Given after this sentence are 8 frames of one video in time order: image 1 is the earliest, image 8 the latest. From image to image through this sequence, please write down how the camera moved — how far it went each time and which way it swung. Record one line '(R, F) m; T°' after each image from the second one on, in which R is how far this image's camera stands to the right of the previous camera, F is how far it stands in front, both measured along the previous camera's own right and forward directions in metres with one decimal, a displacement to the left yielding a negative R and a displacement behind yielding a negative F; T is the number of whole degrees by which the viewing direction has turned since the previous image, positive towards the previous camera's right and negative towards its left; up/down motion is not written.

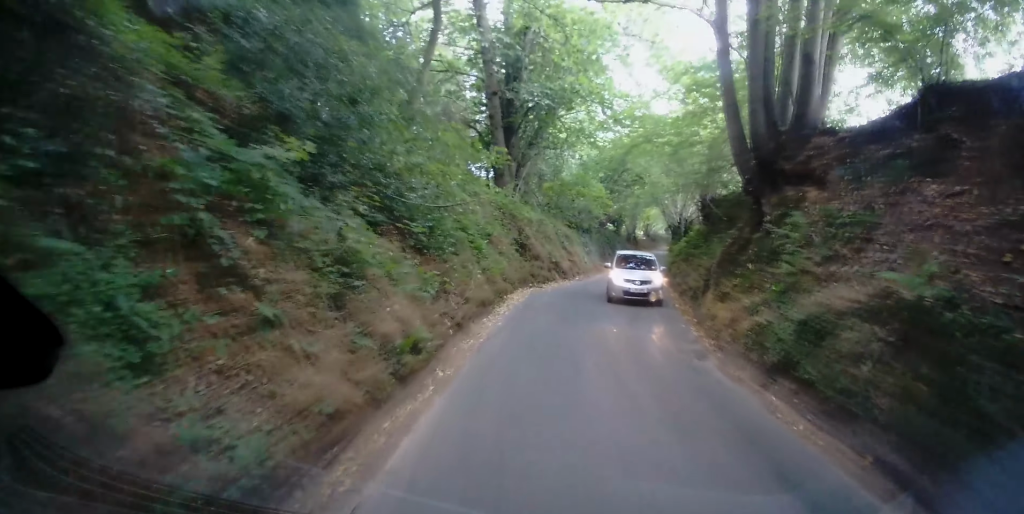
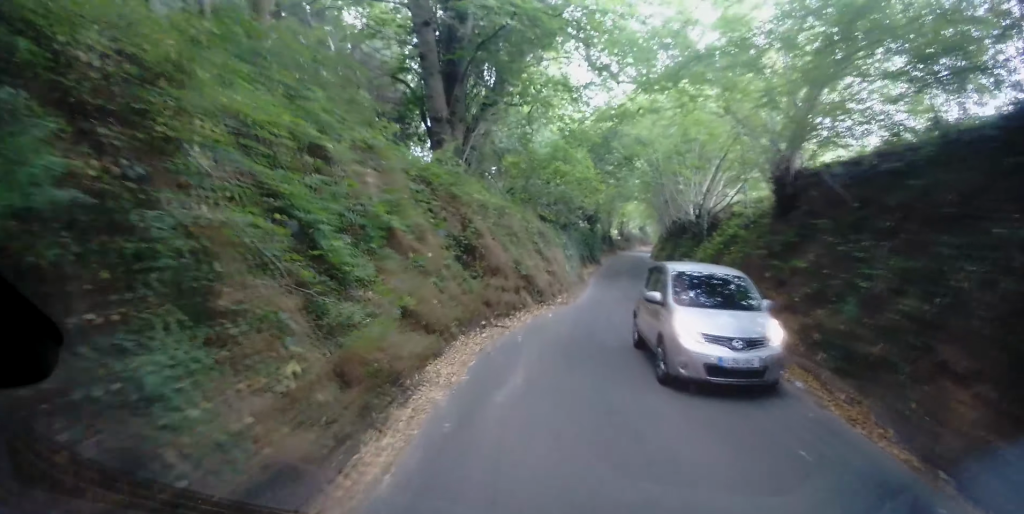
(-0.1, +10.5) m; +3°
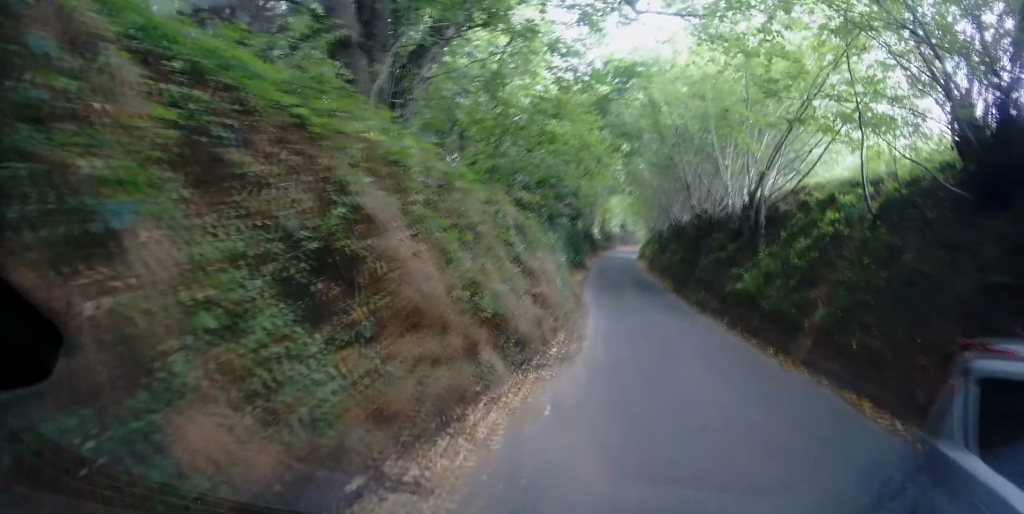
(+0.4, +9.1) m; +8°
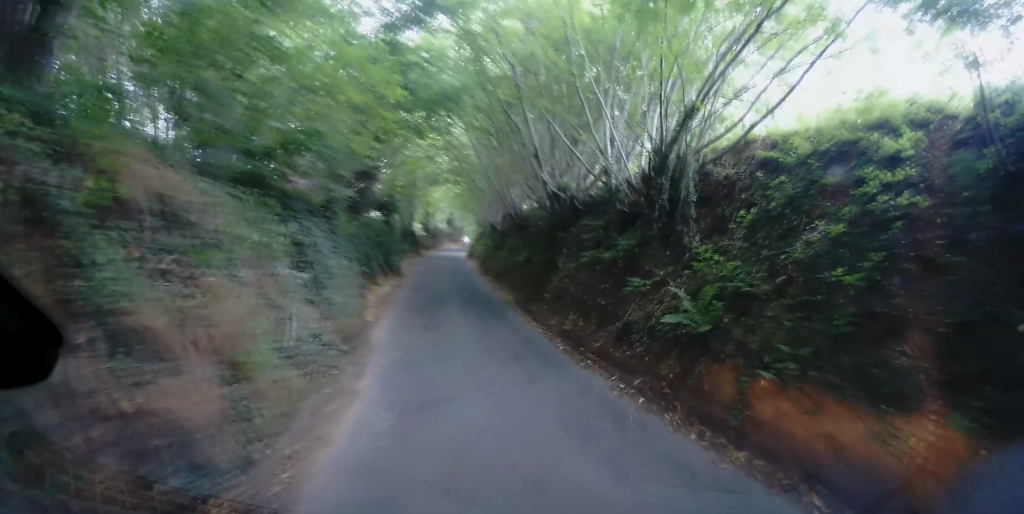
(+0.8, +8.7) m; +11°
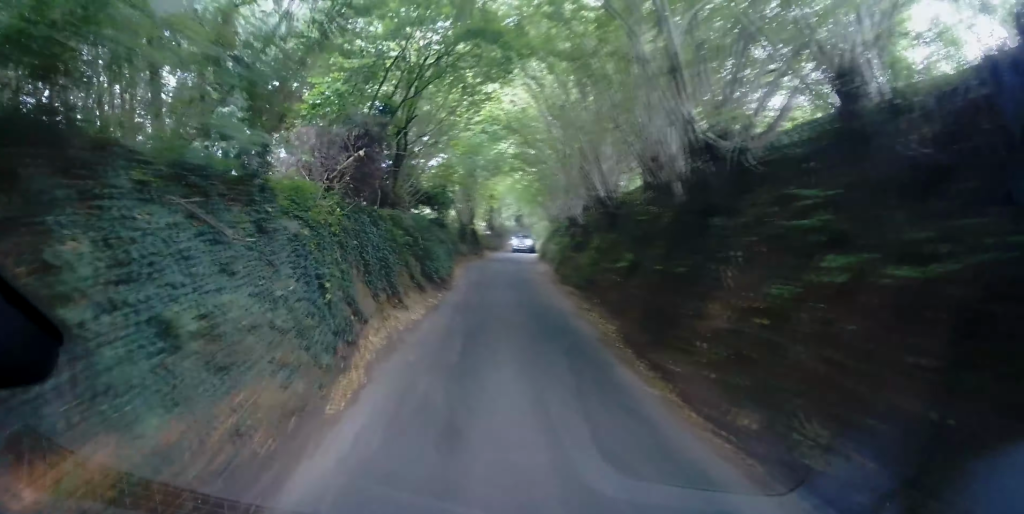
(+0.6, +5.8) m; +8°
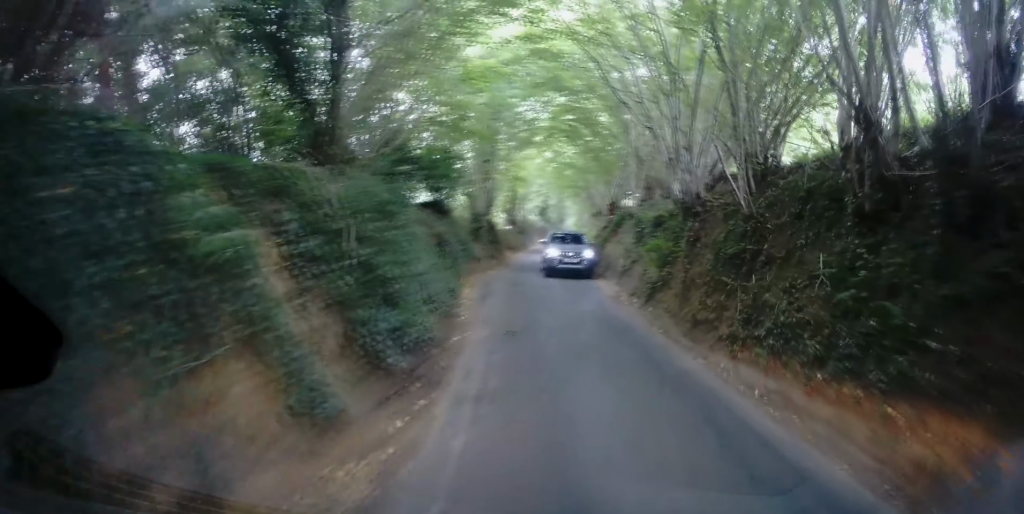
(+1.3, +10.3) m; +9°
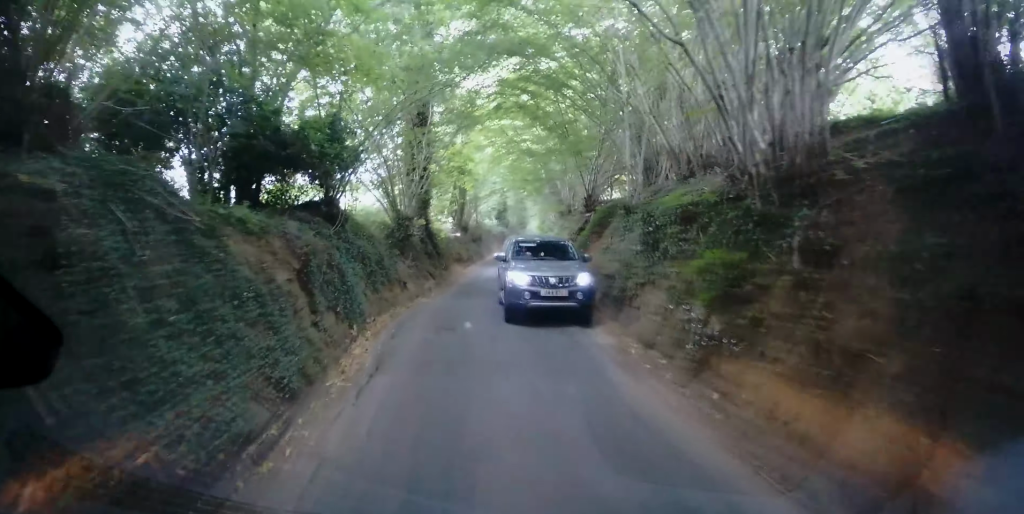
(+0.5, +5.0) m; -12°
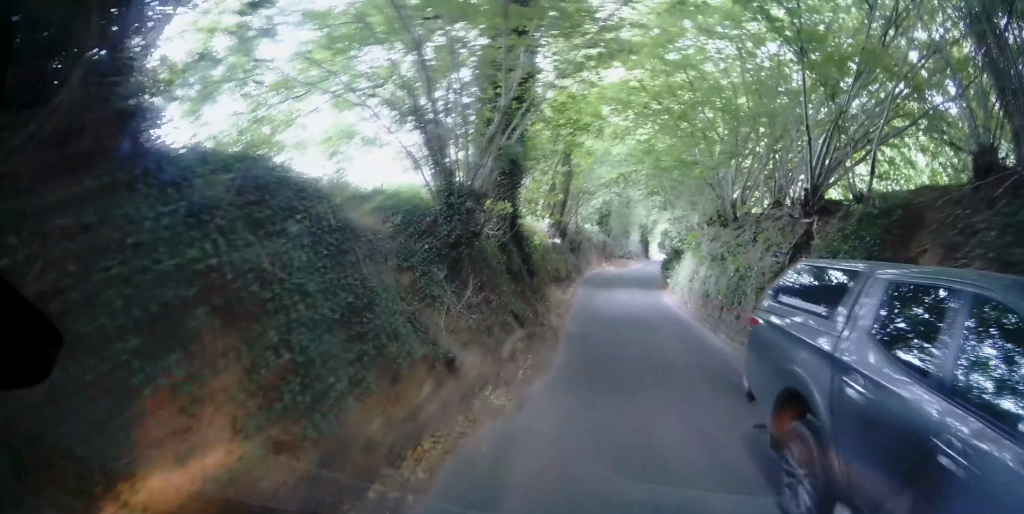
(-2.6, +7.7) m; -32°
